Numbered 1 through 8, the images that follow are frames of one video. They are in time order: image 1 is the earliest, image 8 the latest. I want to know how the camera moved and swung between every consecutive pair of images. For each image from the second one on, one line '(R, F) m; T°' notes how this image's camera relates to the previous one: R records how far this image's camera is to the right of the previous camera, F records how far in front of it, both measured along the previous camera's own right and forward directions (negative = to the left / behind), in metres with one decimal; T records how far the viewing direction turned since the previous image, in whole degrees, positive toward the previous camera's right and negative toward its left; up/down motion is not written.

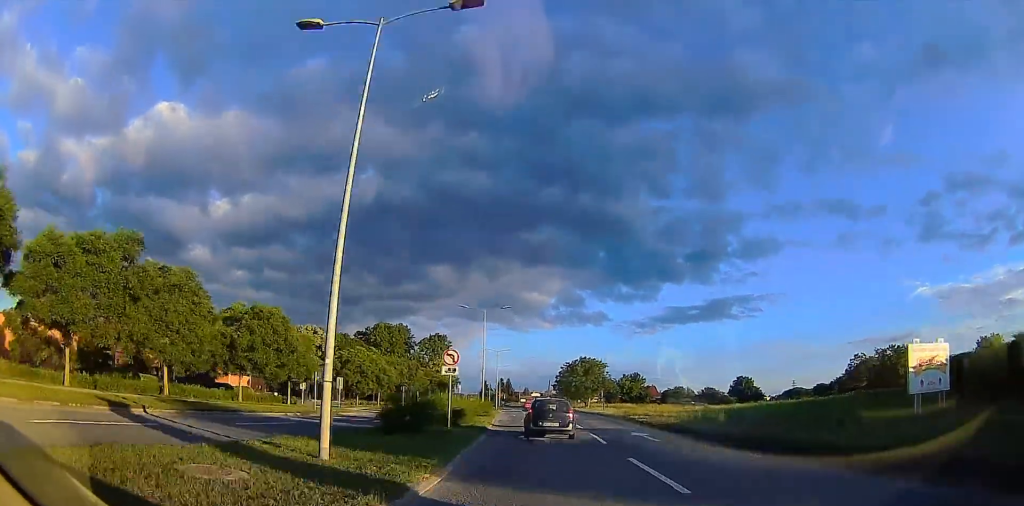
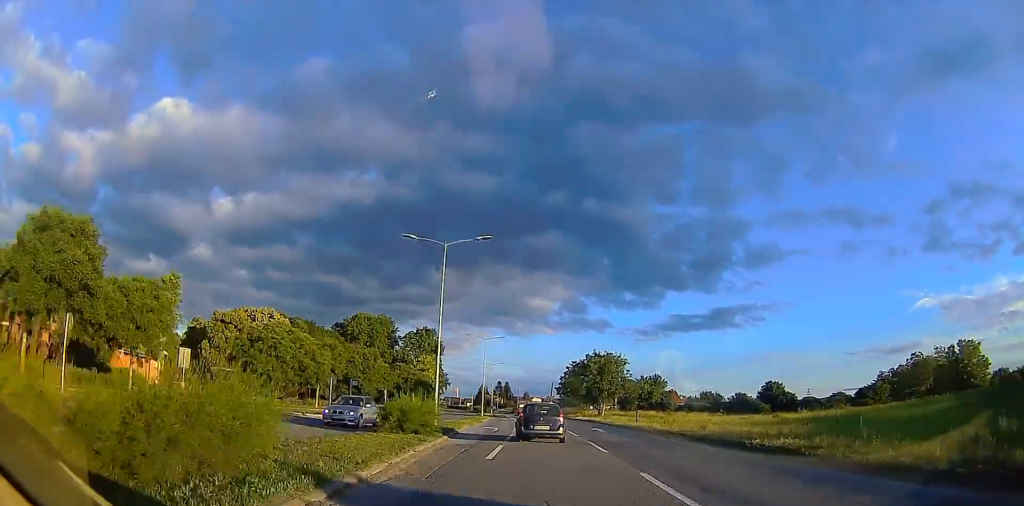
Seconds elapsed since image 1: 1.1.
(-0.3, +21.4) m; -1°
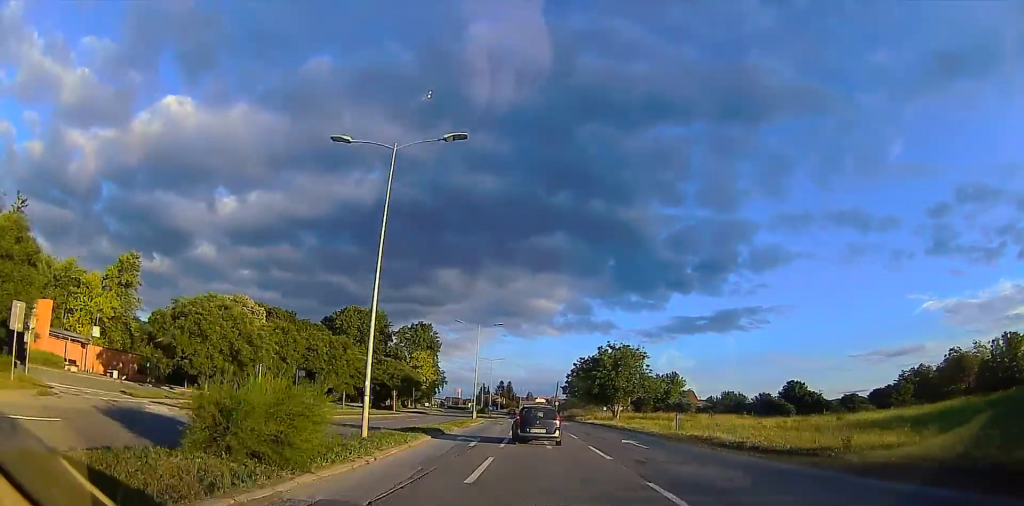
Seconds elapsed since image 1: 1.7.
(+0.1, +11.2) m; -2°
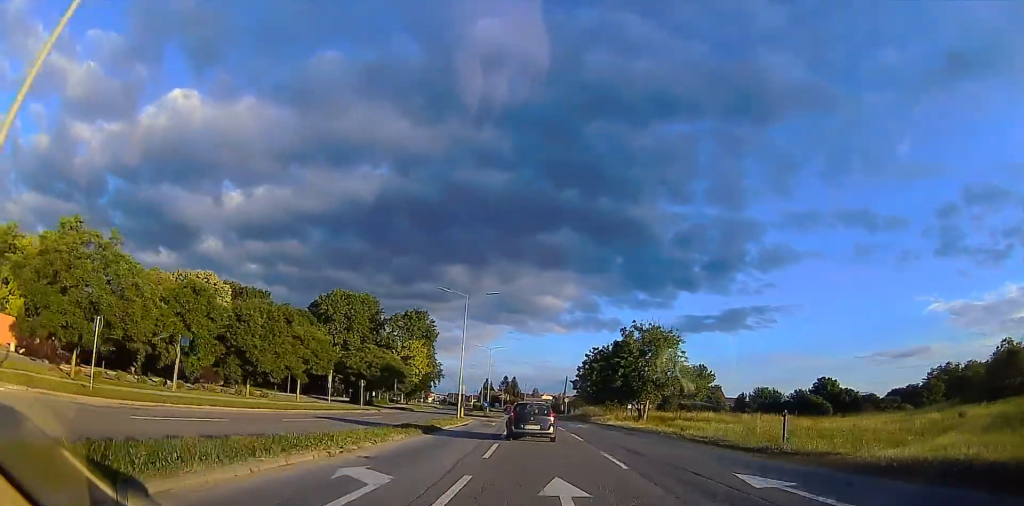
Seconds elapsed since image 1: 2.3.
(-0.3, +13.2) m; -1°
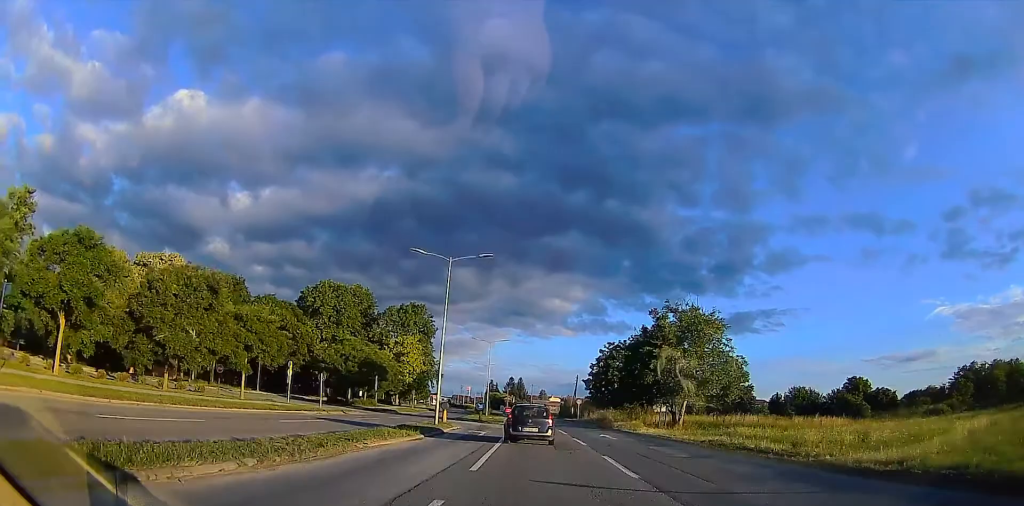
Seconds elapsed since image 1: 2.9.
(-0.4, +10.7) m; -1°
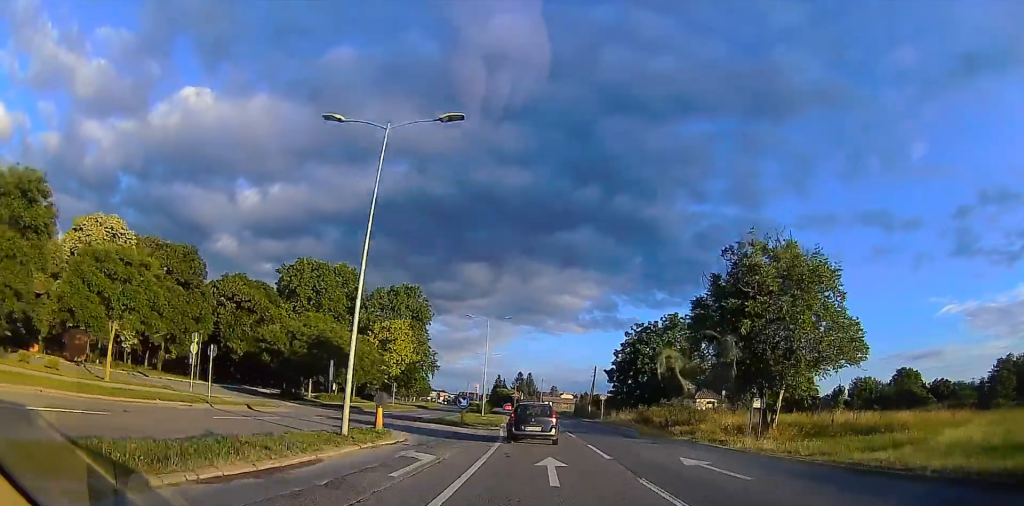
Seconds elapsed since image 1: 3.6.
(+0.3, +14.9) m; +1°
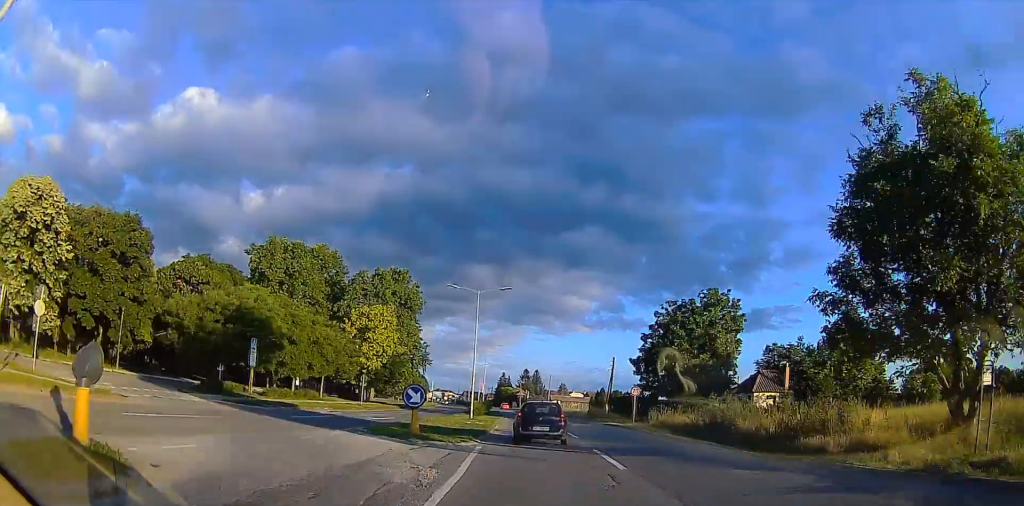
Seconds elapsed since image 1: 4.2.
(+0.1, +13.0) m; 0°
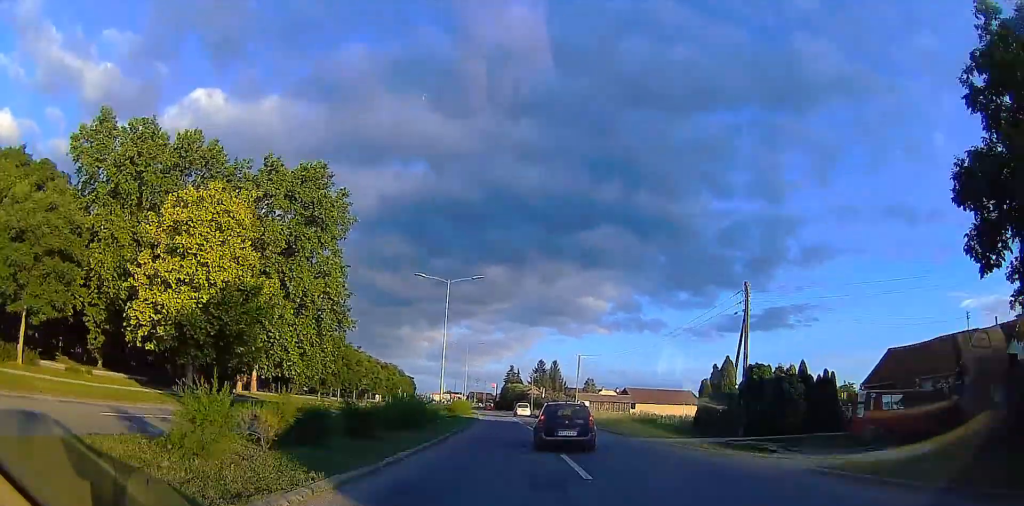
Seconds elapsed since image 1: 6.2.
(0.0, +41.5) m; 0°
